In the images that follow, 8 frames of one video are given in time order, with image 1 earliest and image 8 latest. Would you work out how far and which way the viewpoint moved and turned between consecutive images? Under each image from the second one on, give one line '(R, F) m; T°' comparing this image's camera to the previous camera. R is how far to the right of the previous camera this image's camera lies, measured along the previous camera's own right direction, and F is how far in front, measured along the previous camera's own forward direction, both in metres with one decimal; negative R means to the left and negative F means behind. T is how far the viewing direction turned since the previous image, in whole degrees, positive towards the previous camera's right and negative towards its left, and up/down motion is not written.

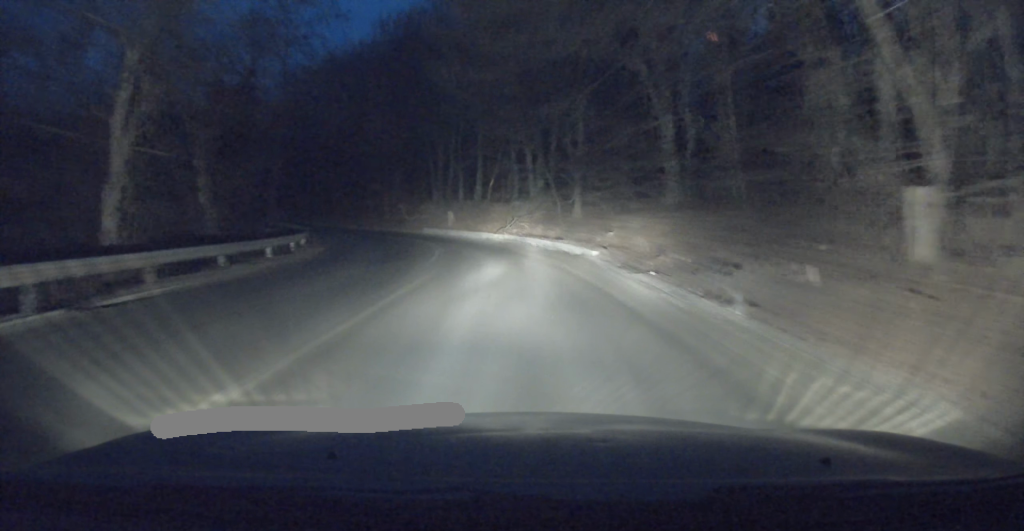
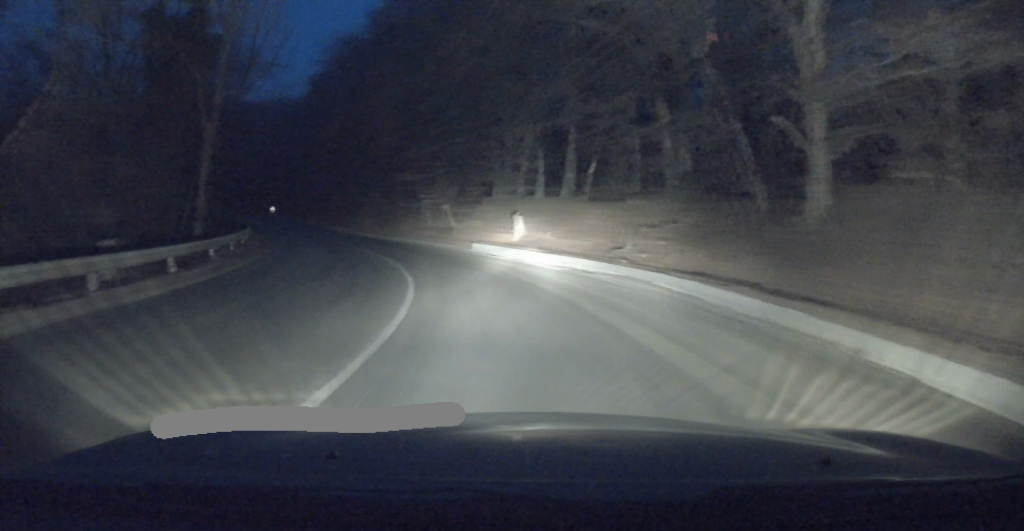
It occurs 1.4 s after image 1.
(-0.5, +18.1) m; -8°
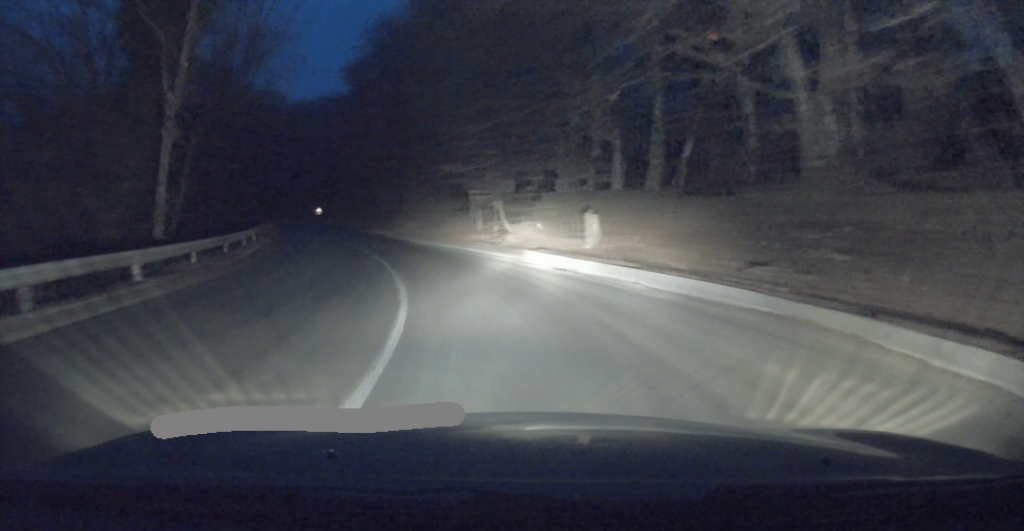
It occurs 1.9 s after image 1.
(-0.5, +6.6) m; -3°
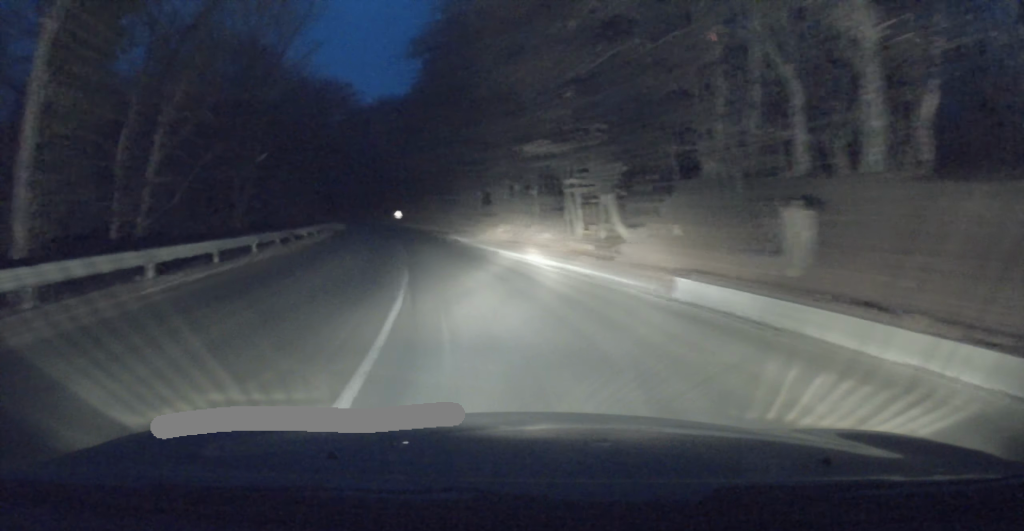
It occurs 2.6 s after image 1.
(-0.5, +8.9) m; -4°
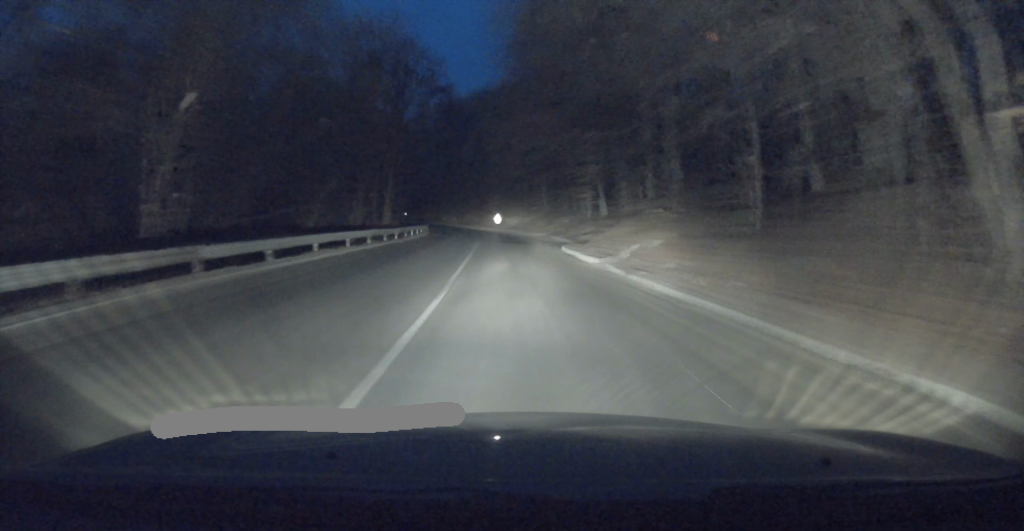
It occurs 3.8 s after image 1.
(-0.9, +15.9) m; -7°
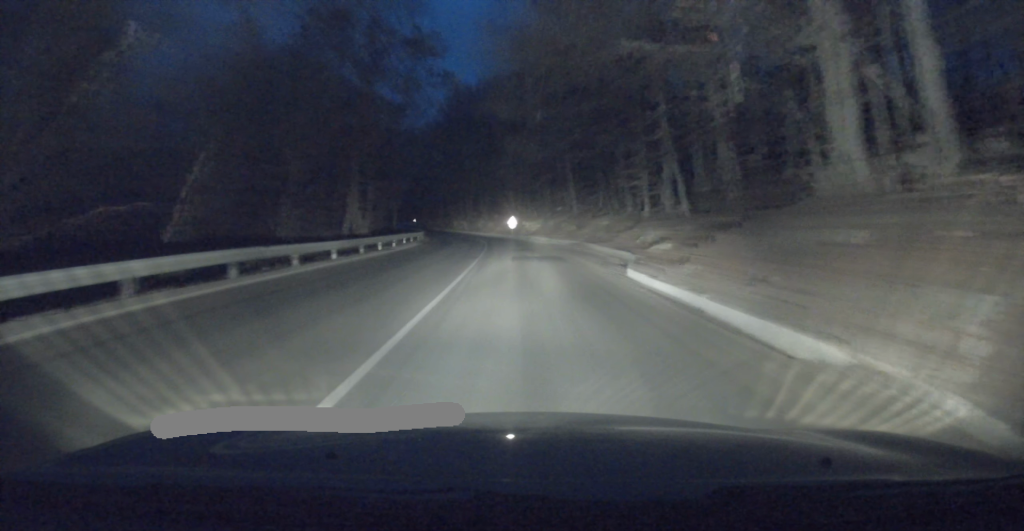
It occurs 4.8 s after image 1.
(-0.9, +14.2) m; -4°
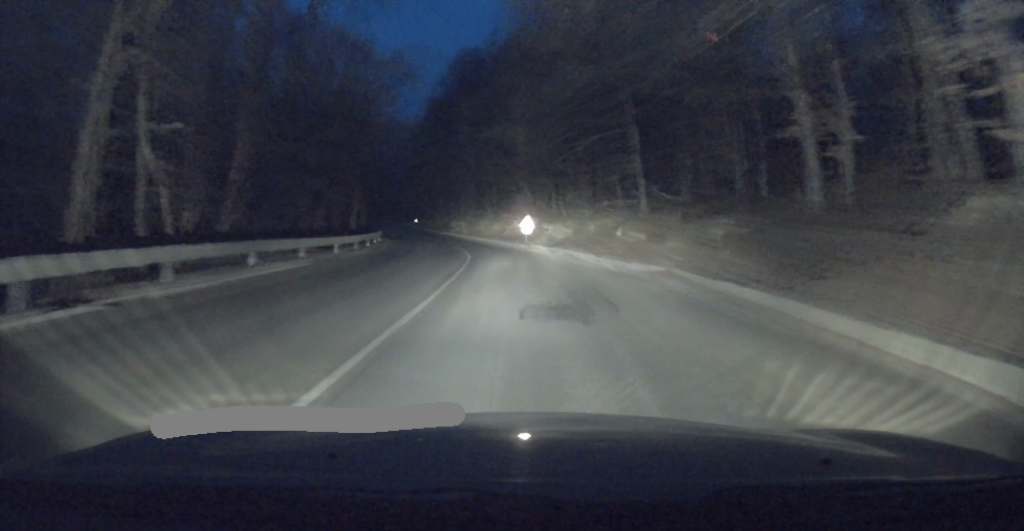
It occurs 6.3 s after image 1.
(-0.3, +22.0) m; -3°
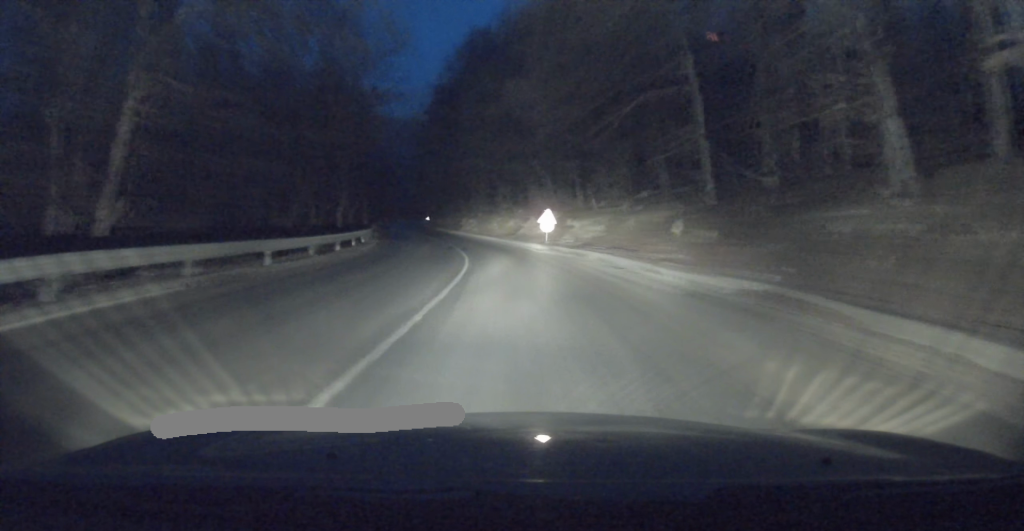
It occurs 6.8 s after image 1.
(-0.2, +7.3) m; -1°
